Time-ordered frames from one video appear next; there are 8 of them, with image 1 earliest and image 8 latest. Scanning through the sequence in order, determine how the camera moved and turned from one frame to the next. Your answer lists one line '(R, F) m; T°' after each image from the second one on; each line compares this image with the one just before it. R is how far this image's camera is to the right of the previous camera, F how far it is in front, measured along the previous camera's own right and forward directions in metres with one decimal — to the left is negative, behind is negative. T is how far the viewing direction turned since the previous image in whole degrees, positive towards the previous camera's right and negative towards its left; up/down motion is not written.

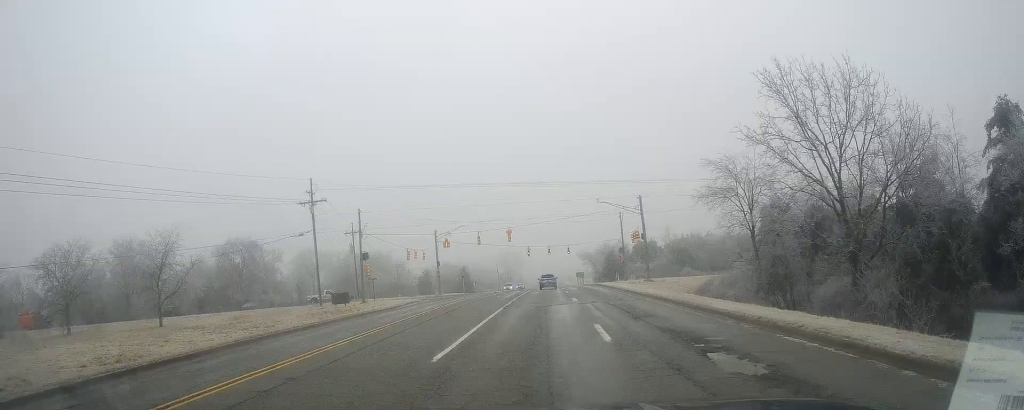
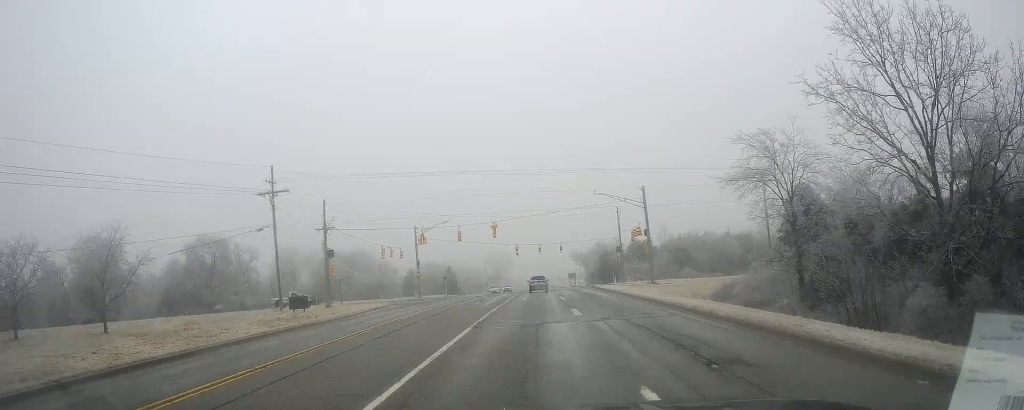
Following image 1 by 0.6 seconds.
(+0.1, +9.4) m; +2°
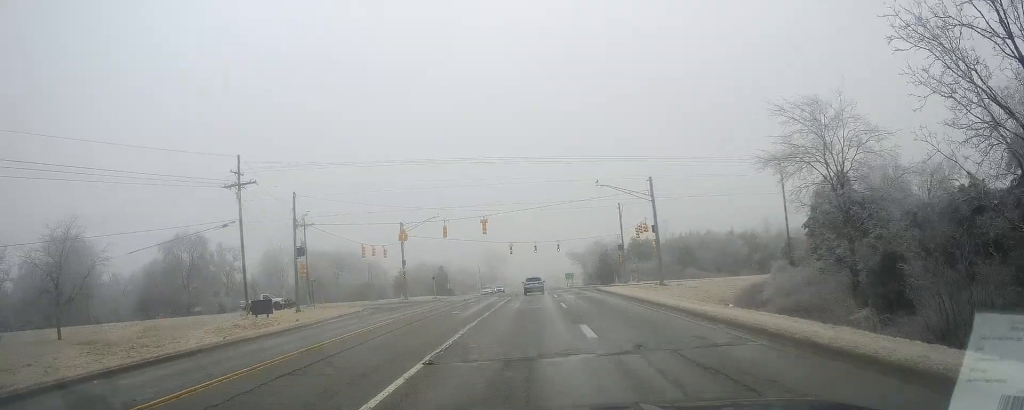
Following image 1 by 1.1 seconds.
(+0.5, +7.3) m; +2°
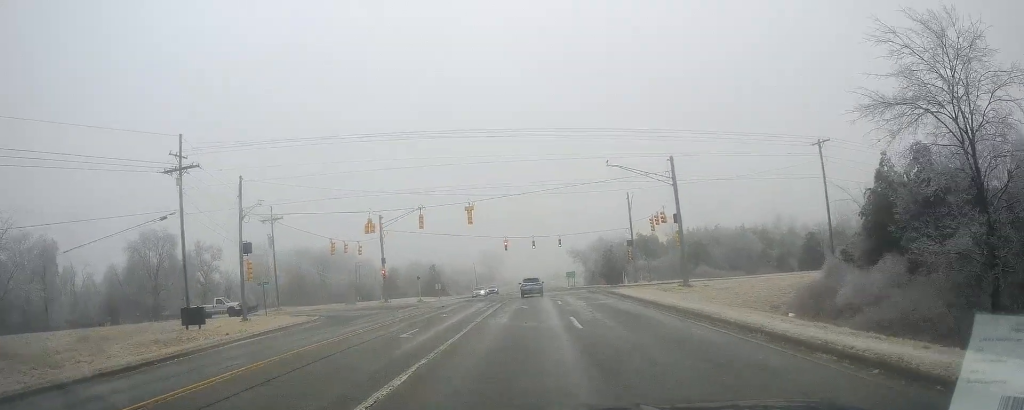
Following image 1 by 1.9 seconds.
(0.0, +10.9) m; -1°
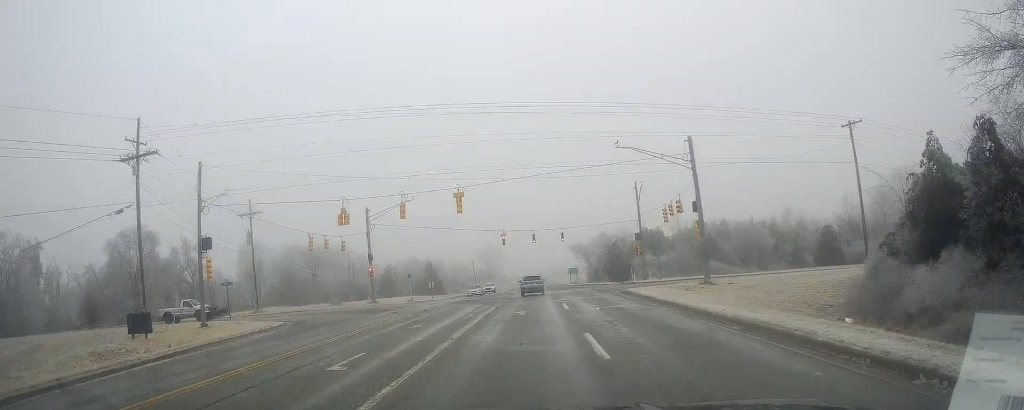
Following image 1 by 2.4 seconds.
(0.0, +6.5) m; -1°
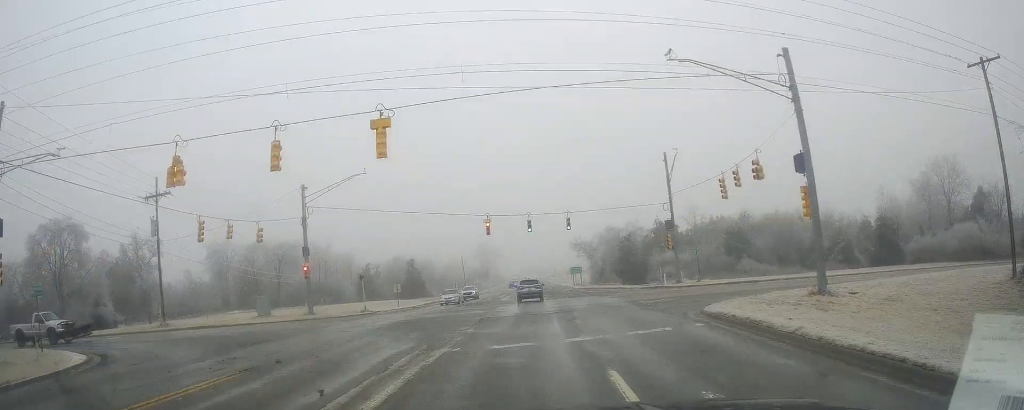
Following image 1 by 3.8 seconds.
(-0.2, +20.0) m; +1°
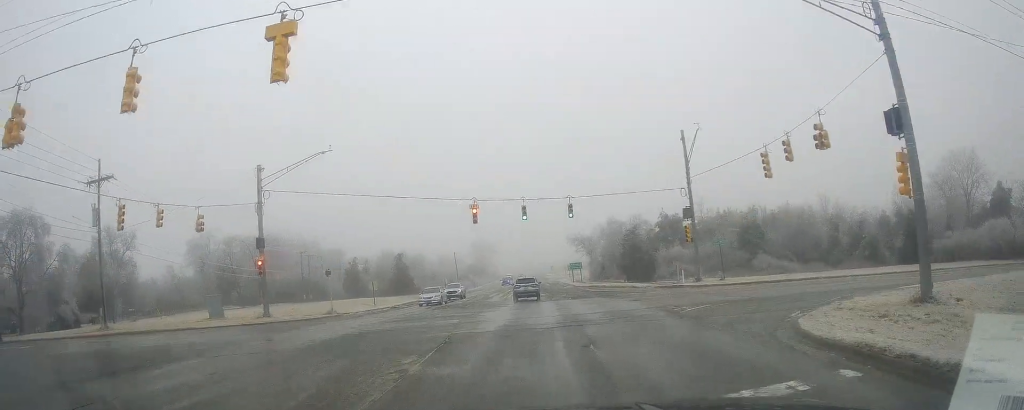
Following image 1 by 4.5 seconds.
(+0.1, +8.5) m; +1°
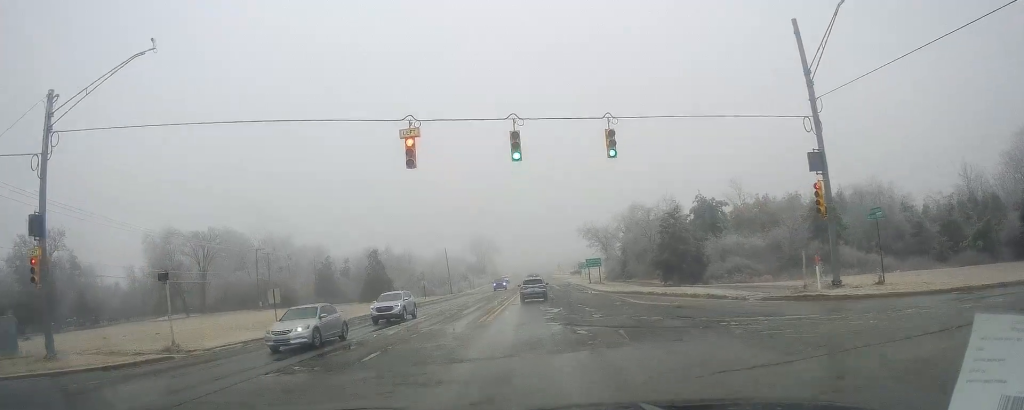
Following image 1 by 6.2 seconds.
(+0.7, +22.8) m; +1°
